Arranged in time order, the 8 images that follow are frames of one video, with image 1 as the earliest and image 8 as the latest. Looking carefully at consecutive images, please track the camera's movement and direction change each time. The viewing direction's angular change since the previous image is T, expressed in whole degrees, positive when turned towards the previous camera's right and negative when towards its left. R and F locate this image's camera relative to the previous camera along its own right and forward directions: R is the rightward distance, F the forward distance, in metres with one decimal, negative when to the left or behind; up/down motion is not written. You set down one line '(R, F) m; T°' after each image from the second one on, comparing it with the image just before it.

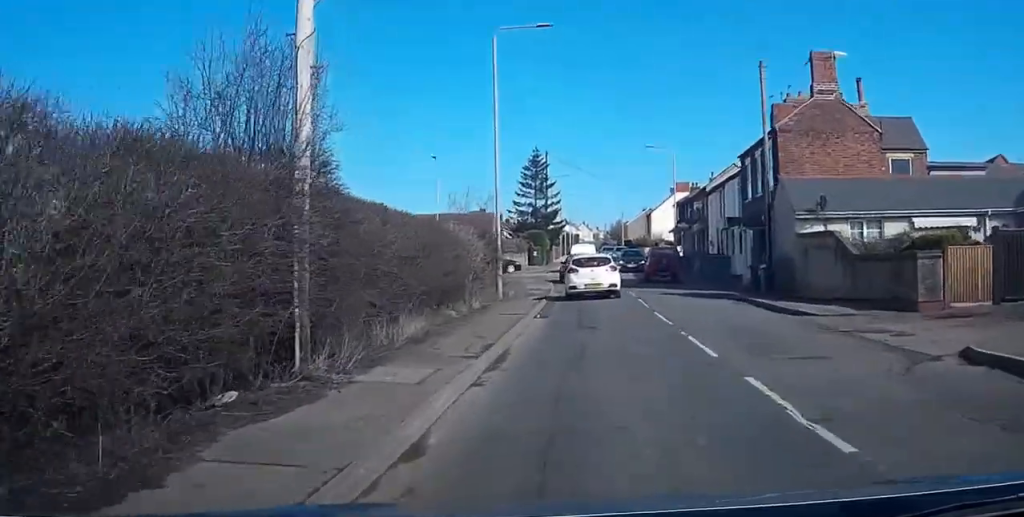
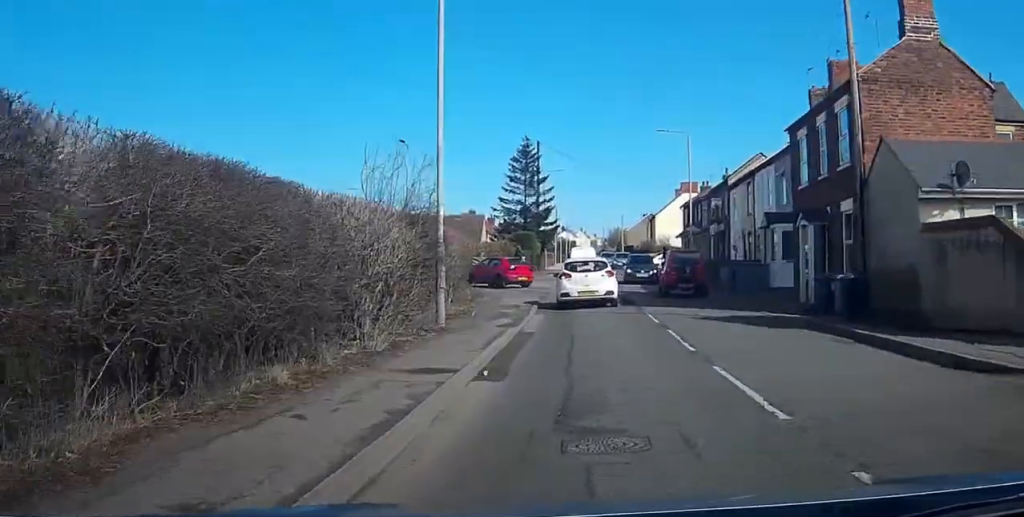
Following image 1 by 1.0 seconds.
(0.0, +10.8) m; 0°
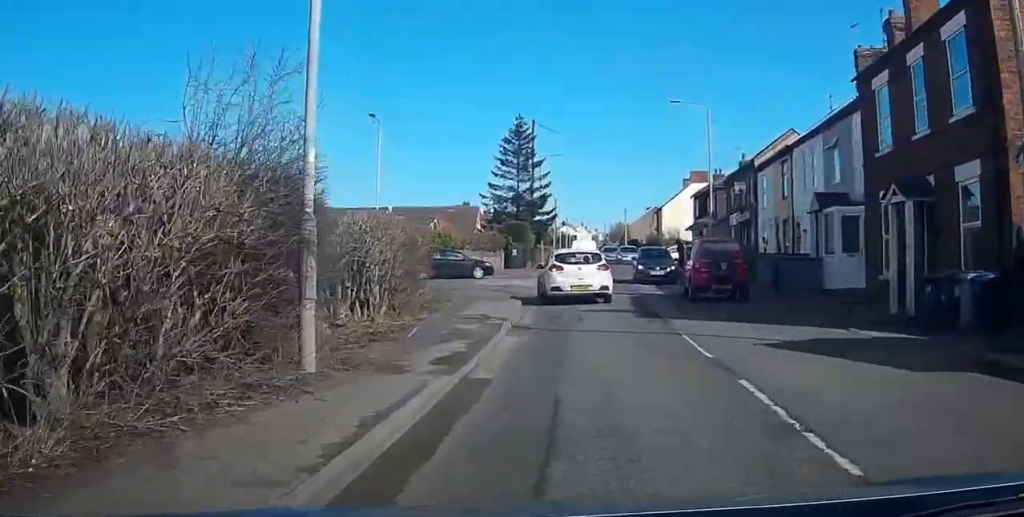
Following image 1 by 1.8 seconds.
(0.0, +8.4) m; 0°
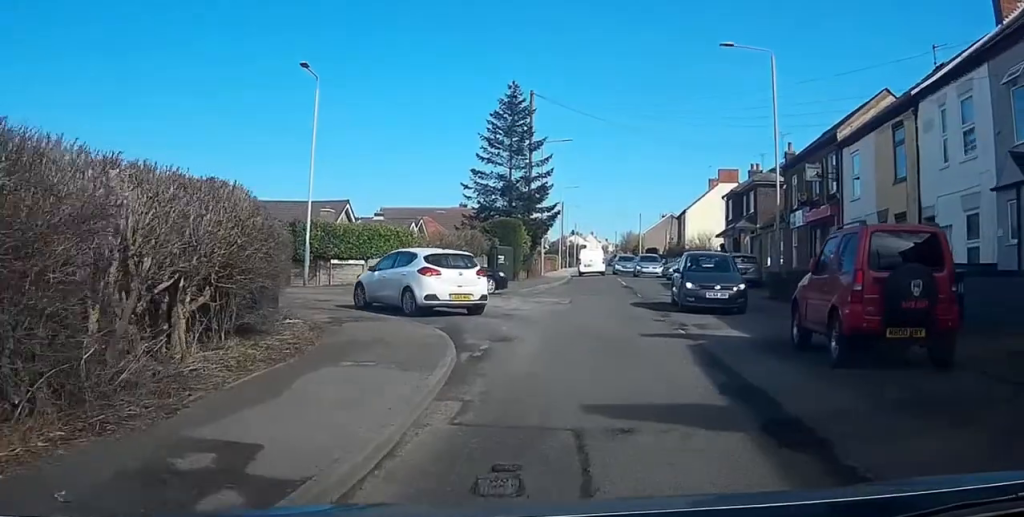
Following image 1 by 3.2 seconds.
(-0.1, +13.7) m; -2°
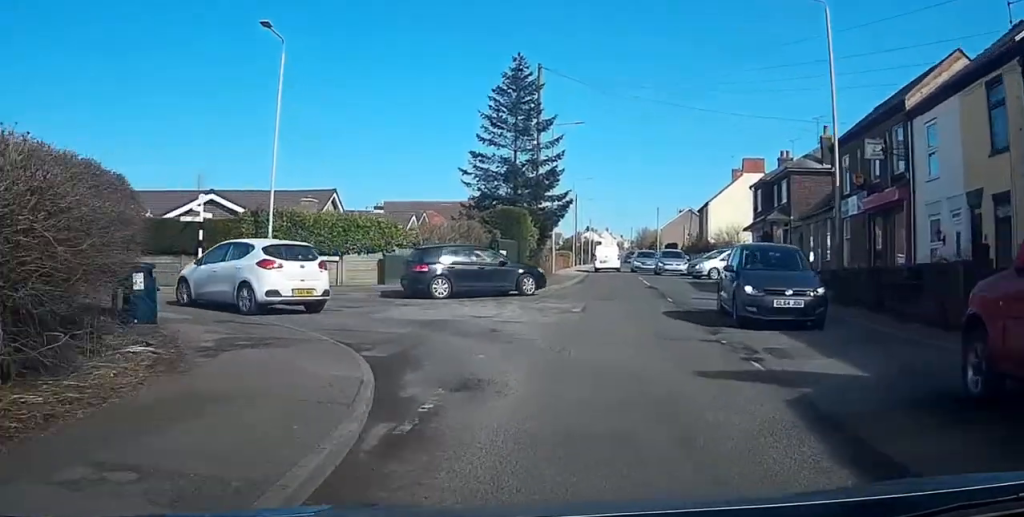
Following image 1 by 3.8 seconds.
(-0.1, +6.0) m; -4°
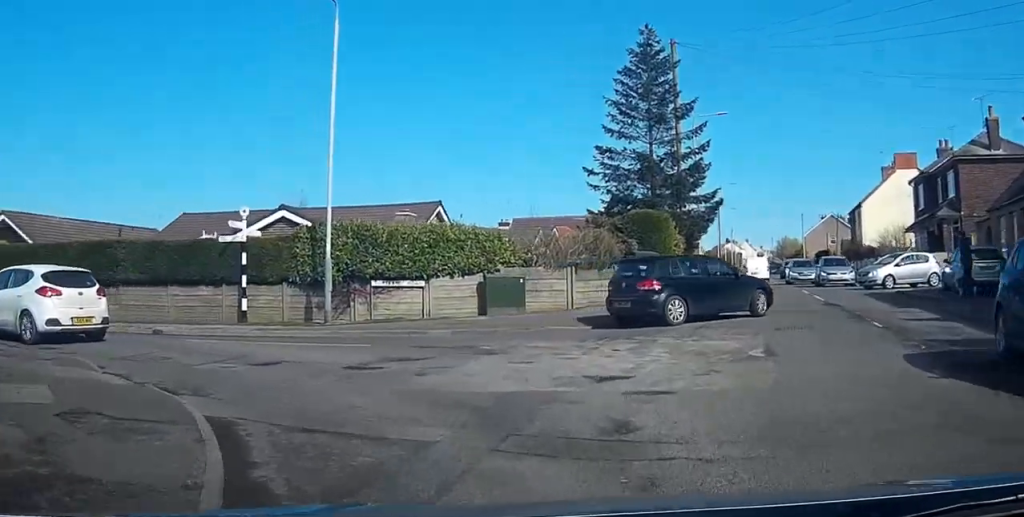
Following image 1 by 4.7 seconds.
(-0.3, +7.8) m; -15°
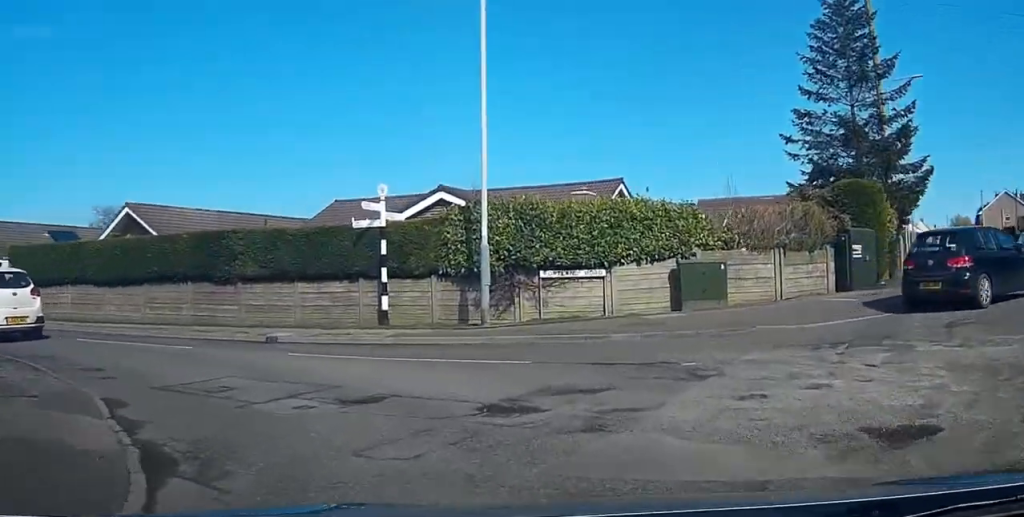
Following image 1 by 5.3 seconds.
(-0.3, +4.3) m; -20°
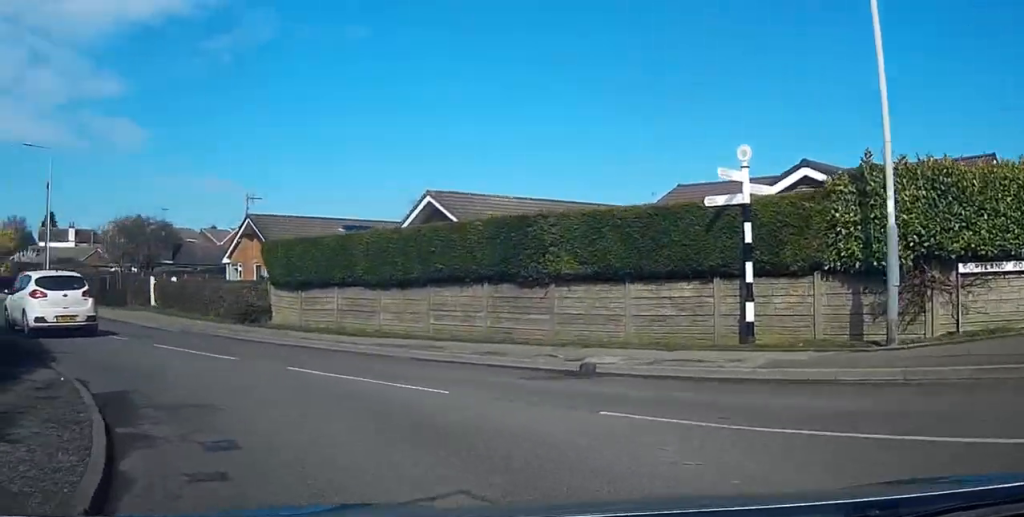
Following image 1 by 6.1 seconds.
(-1.9, +5.7) m; -25°
